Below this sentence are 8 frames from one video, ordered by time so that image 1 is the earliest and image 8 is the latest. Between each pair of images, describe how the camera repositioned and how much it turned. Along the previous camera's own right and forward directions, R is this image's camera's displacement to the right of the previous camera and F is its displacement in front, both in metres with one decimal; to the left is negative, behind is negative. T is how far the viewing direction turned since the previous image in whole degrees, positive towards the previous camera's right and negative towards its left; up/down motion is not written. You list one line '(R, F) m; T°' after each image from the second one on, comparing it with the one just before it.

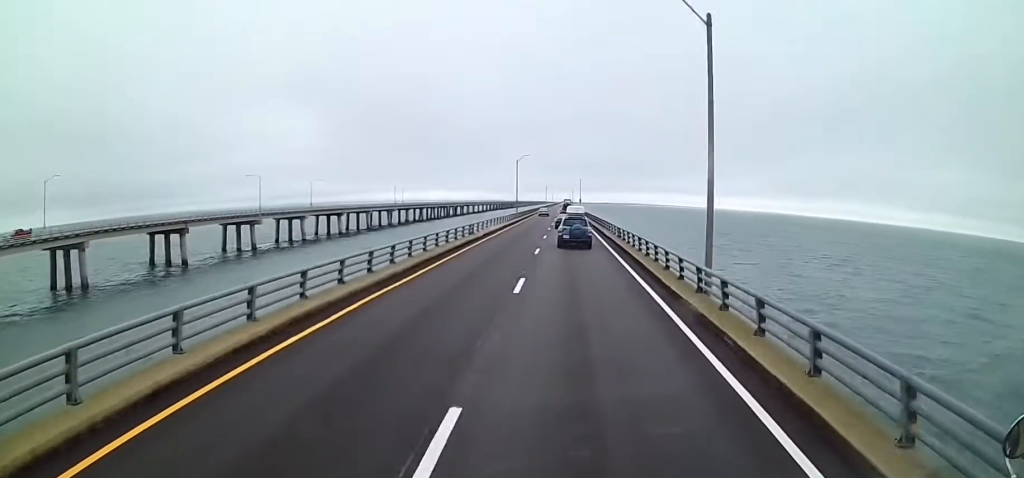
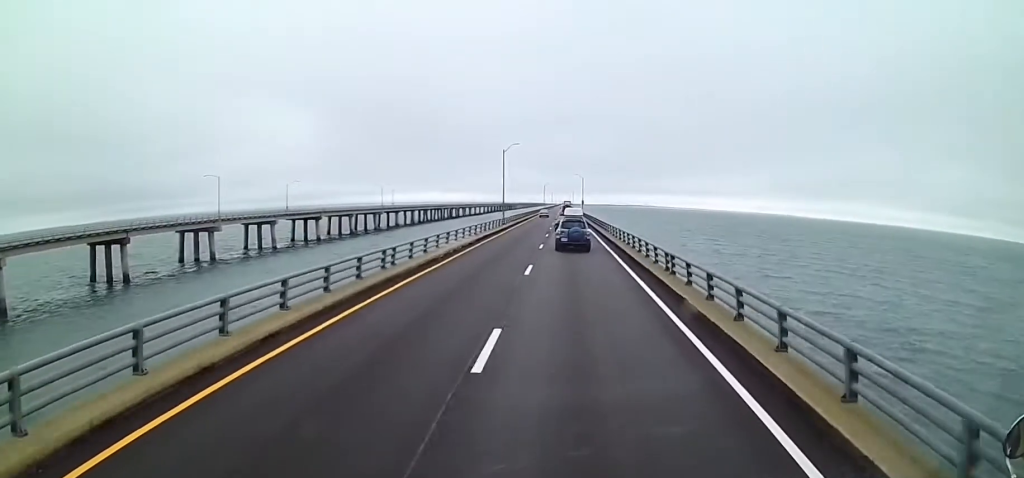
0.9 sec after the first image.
(+0.1, +19.7) m; 0°
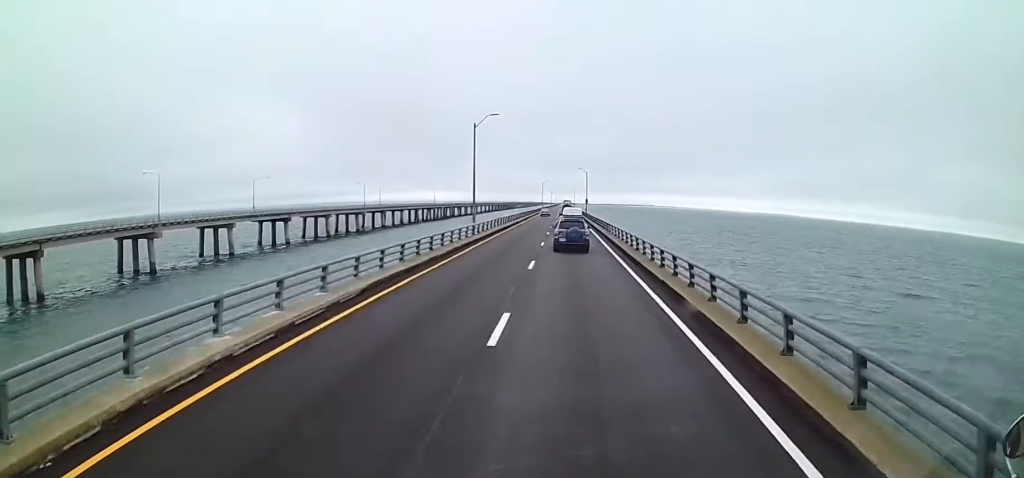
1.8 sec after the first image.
(-0.1, +21.3) m; -1°
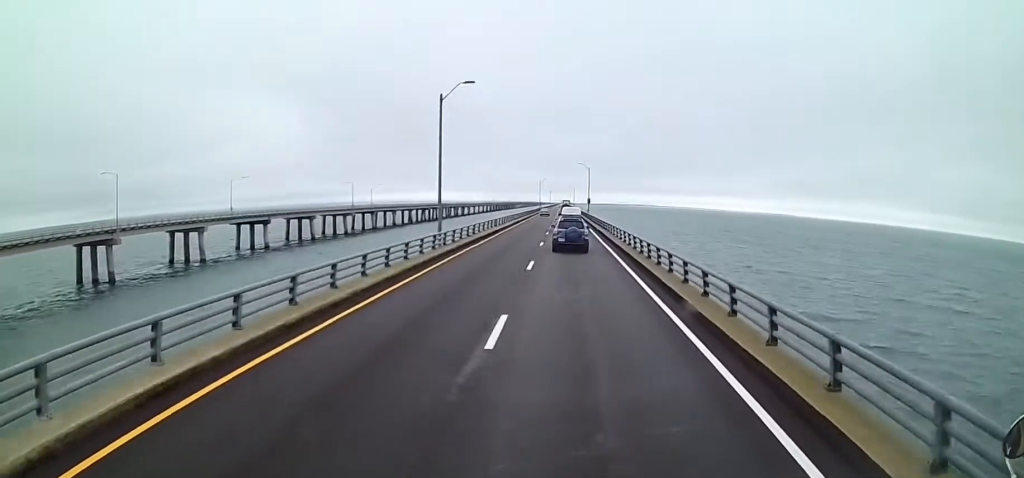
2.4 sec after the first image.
(-0.1, +12.9) m; 0°
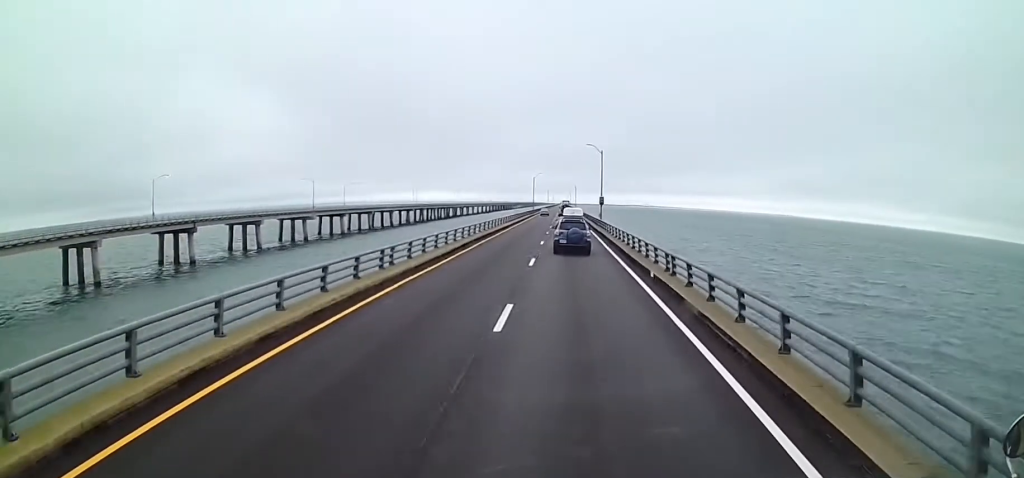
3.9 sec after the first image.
(-0.3, +33.9) m; 0°
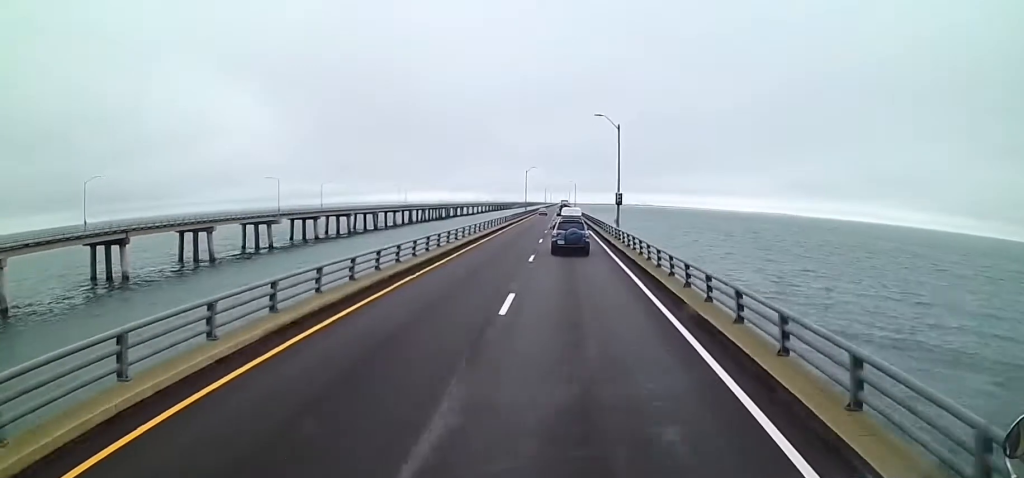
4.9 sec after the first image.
(+0.4, +22.4) m; +1°
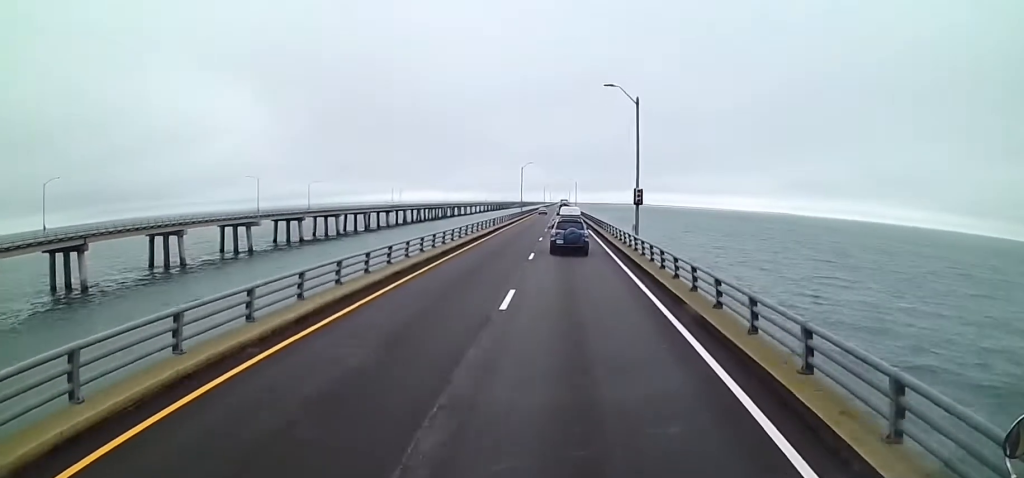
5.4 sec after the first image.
(0.0, +11.2) m; 0°
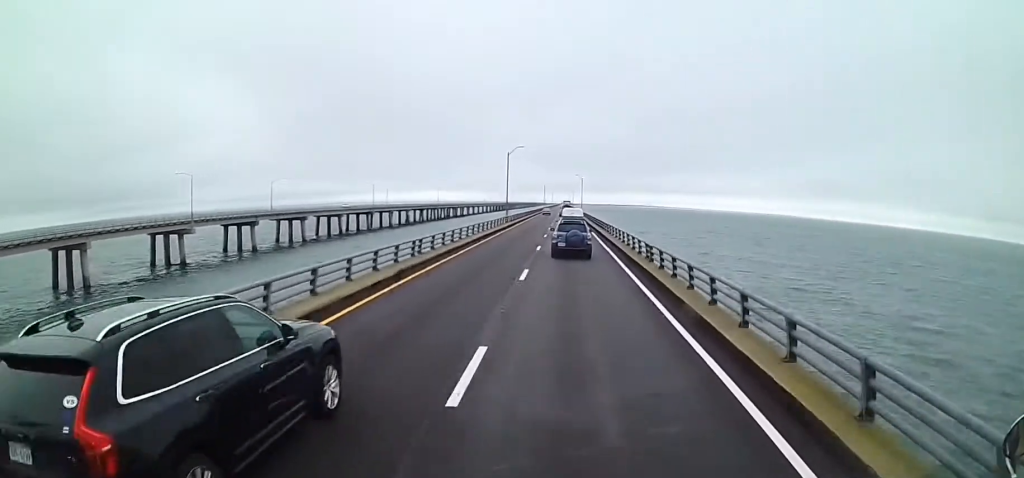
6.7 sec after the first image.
(-0.1, +30.0) m; 0°
